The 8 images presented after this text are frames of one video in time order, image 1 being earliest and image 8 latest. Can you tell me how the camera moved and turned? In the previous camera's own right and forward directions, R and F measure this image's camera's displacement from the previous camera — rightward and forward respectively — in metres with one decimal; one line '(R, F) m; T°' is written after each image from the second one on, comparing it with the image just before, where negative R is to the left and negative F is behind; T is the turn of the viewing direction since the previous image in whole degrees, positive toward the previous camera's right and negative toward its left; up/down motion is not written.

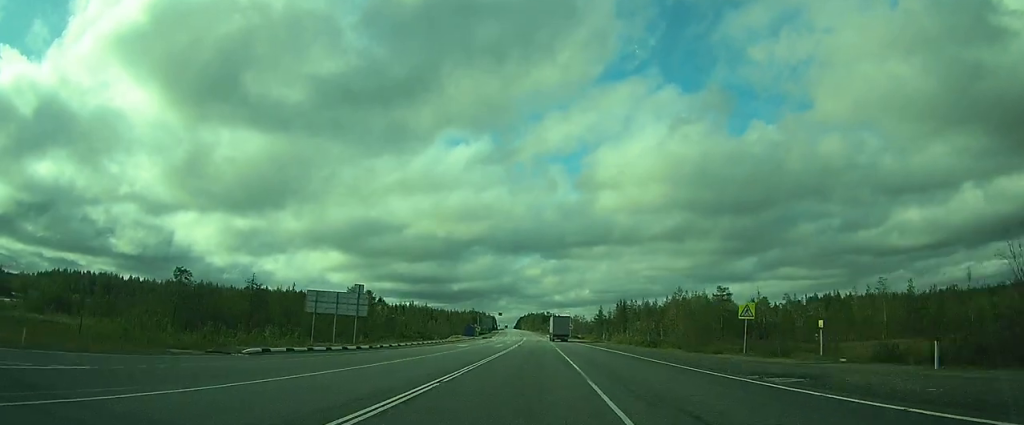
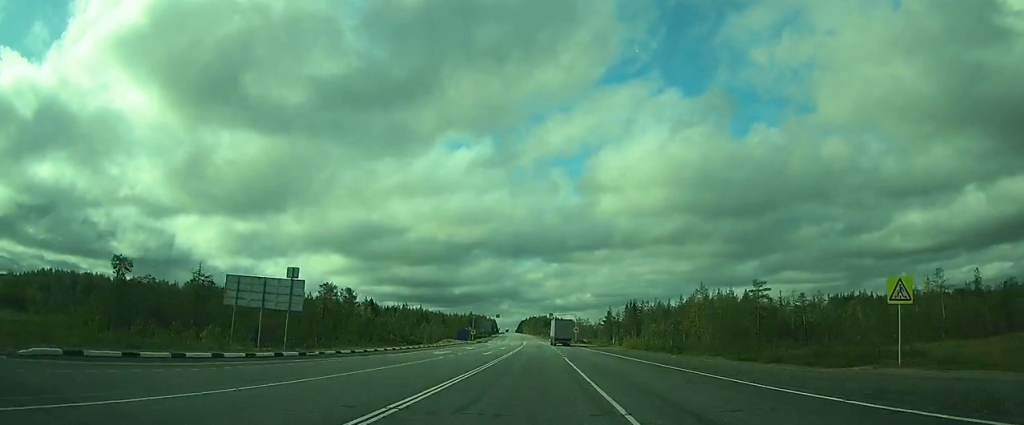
(0.0, +15.3) m; 0°
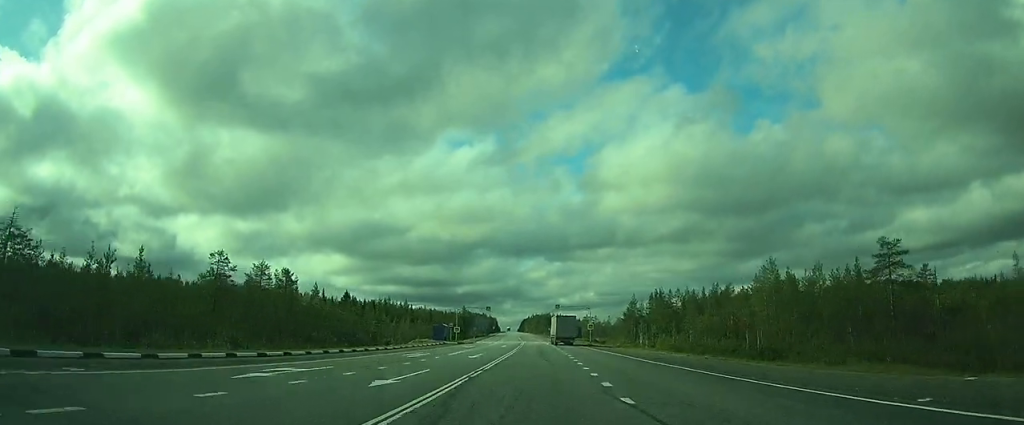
(0.0, +31.0) m; 0°
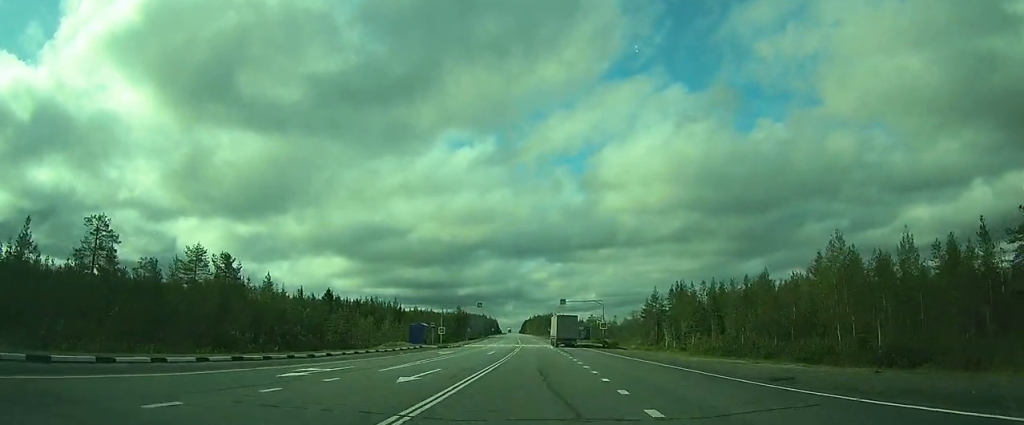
(0.0, +18.1) m; 0°
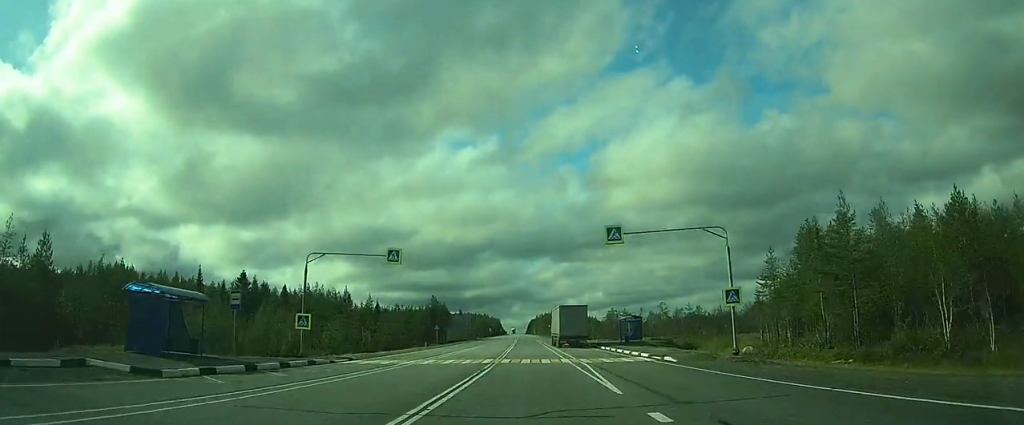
(-0.1, +55.0) m; -2°
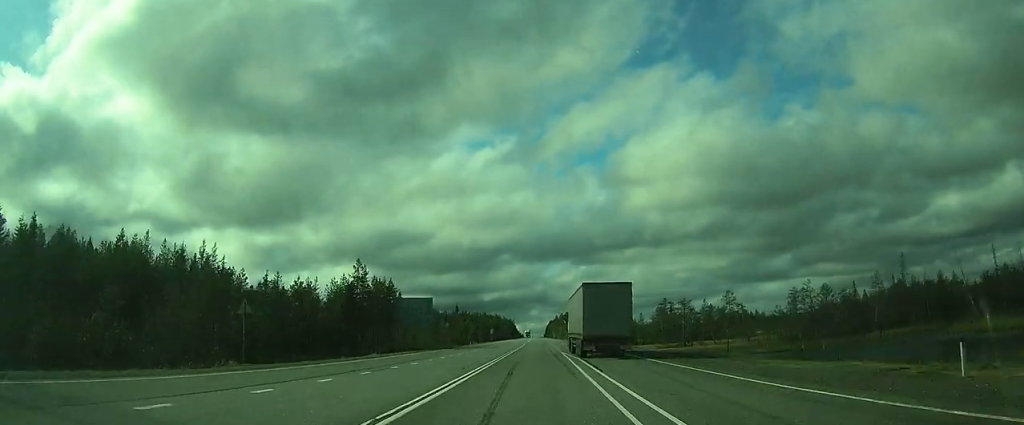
(-3.4, +69.5) m; -4°
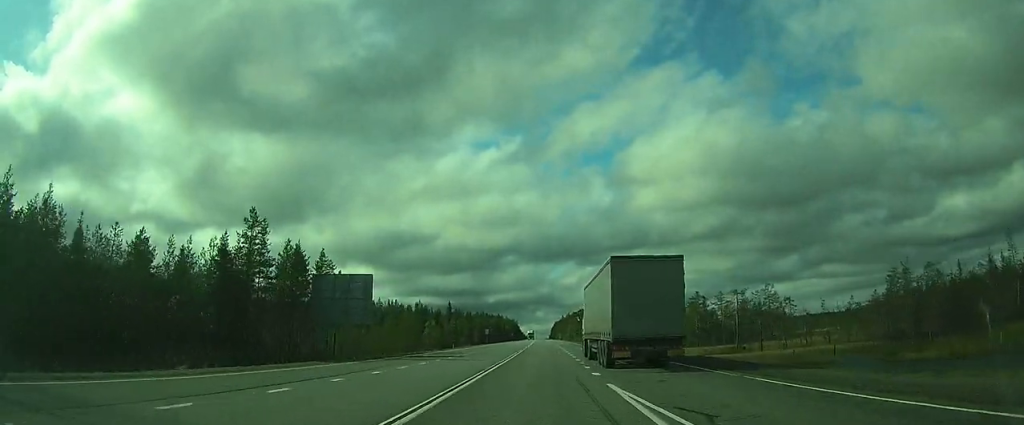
(0.0, +29.7) m; 0°
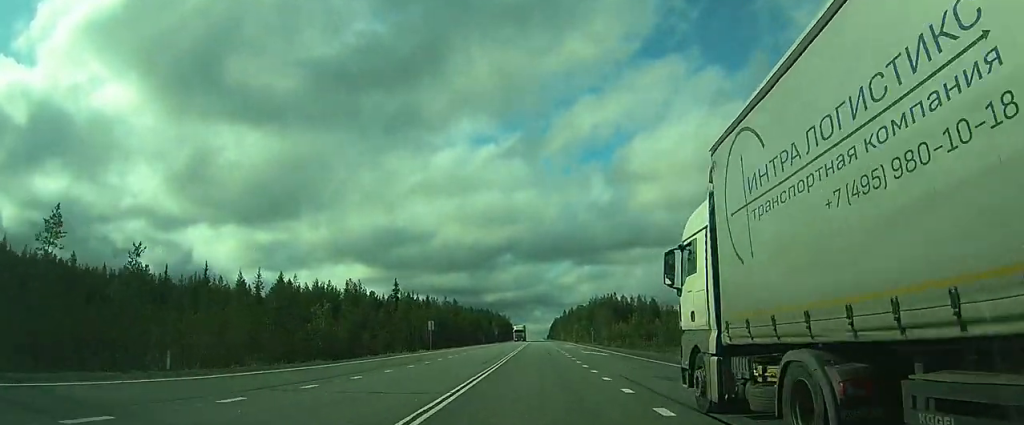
(-0.7, +71.7) m; -1°
